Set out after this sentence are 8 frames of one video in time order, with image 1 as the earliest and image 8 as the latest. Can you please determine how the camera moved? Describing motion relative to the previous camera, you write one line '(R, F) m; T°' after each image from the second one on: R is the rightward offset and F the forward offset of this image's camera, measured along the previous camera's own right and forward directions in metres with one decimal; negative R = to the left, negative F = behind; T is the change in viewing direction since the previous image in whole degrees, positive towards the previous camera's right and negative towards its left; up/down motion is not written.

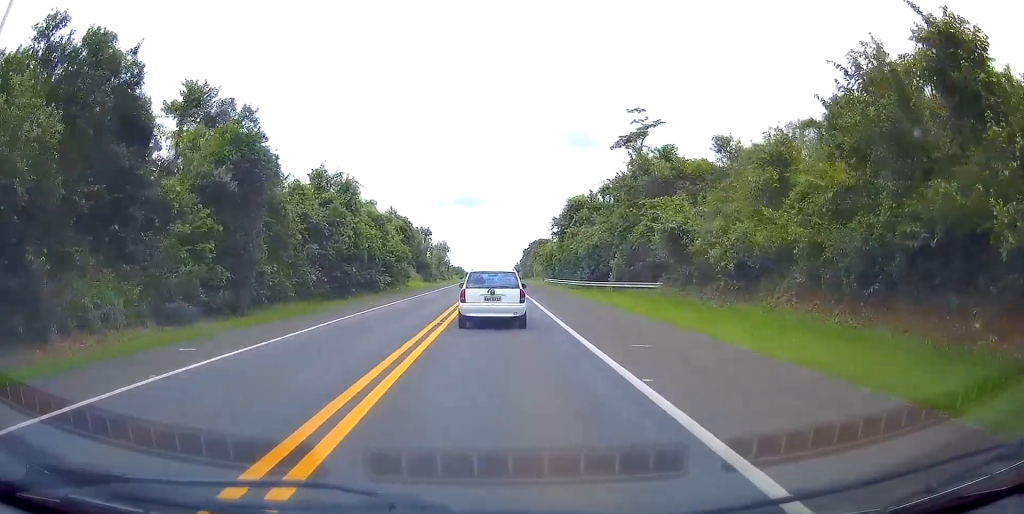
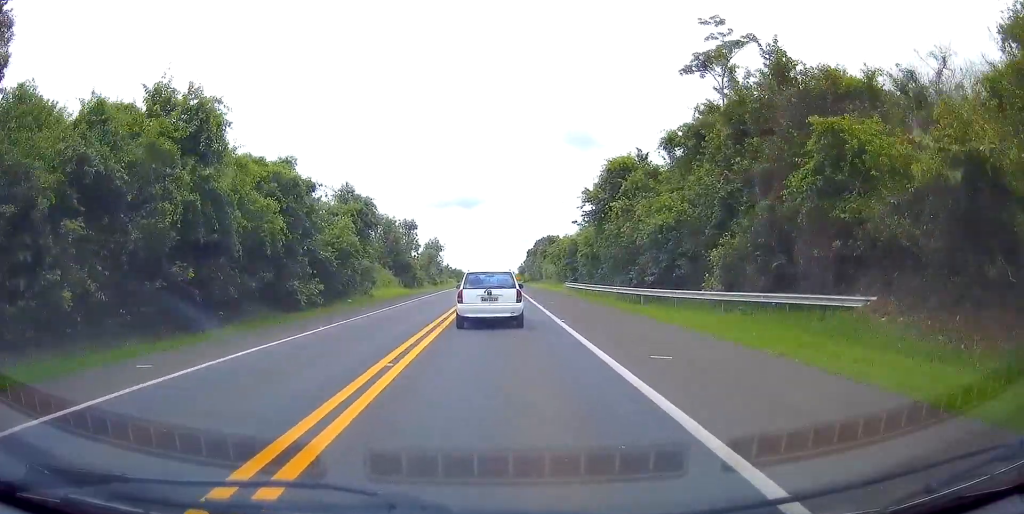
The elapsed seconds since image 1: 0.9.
(0.0, +21.9) m; 0°
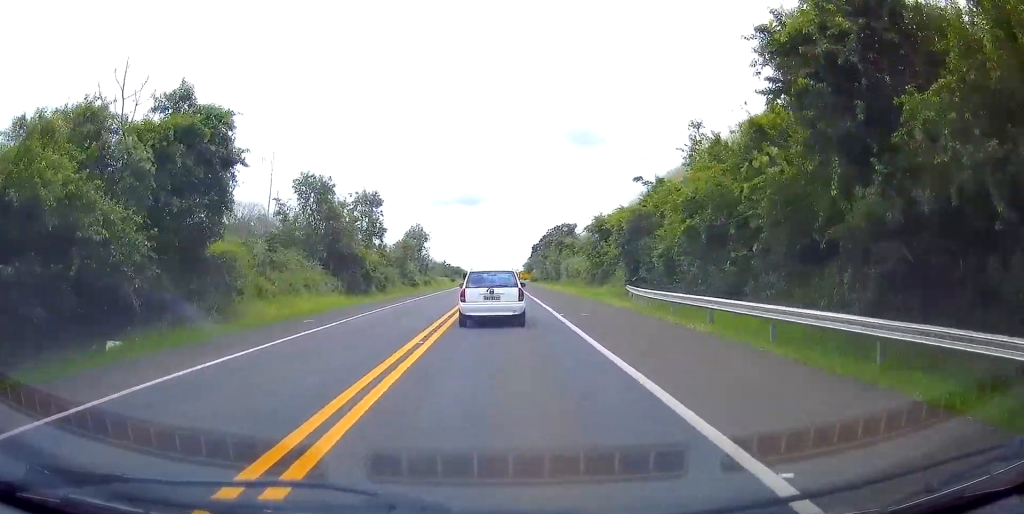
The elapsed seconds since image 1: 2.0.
(-0.1, +28.7) m; -1°
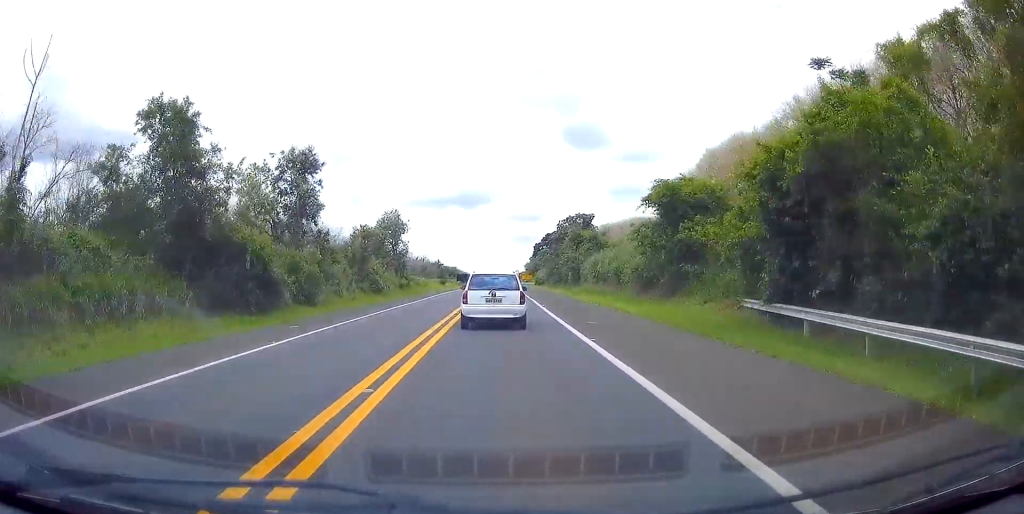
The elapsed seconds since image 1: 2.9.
(-0.1, +22.1) m; 0°
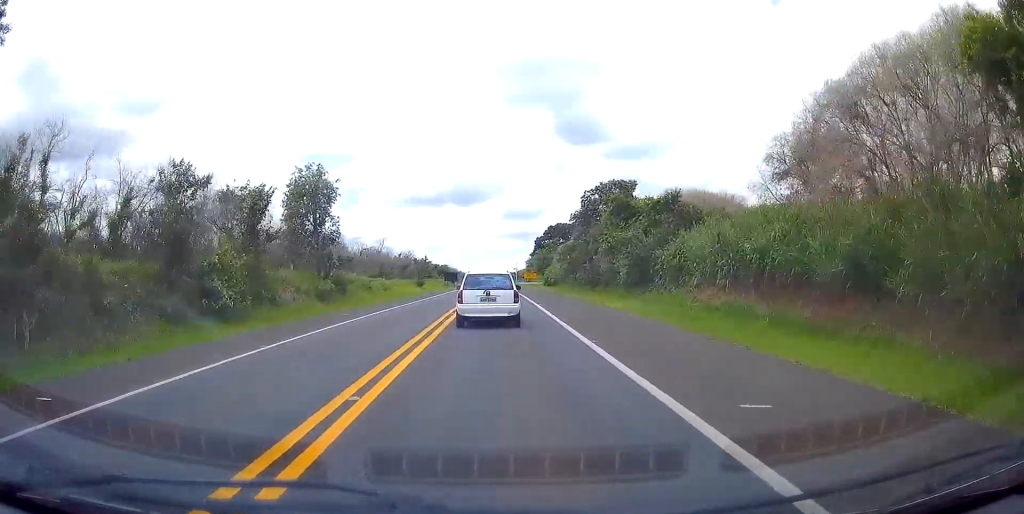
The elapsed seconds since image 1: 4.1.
(+0.3, +31.5) m; +1°
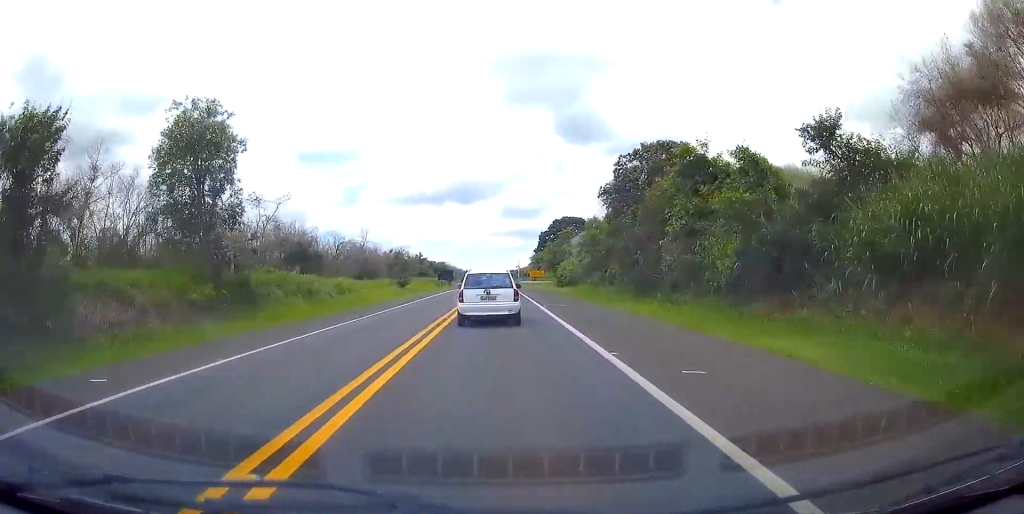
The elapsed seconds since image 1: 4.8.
(+0.1, +17.9) m; 0°
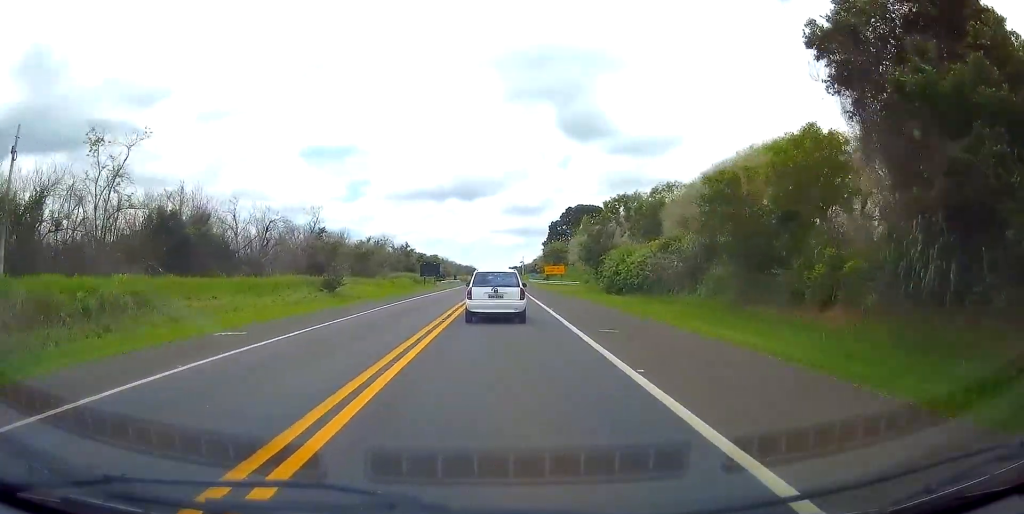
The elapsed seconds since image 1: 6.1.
(0.0, +32.5) m; -1°
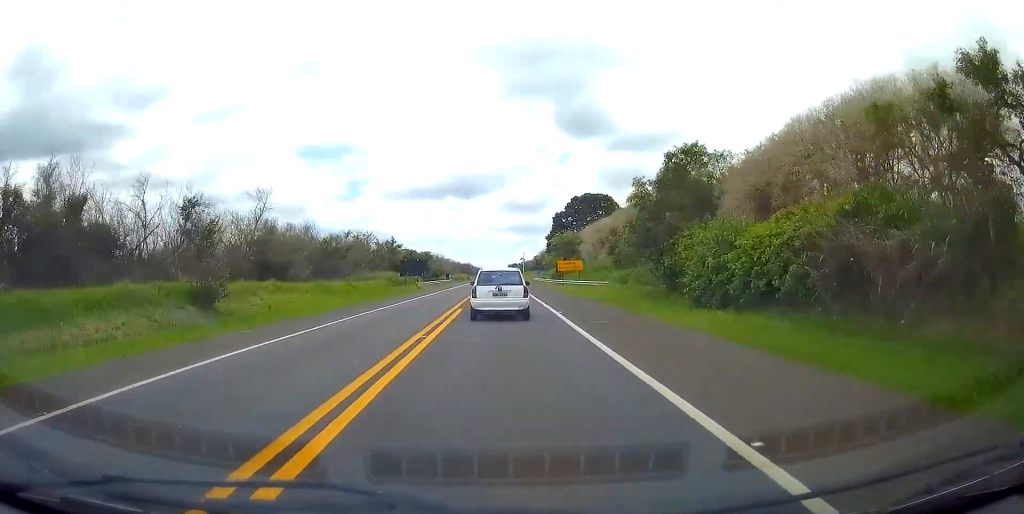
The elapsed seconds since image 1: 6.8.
(-0.1, +18.8) m; -1°
